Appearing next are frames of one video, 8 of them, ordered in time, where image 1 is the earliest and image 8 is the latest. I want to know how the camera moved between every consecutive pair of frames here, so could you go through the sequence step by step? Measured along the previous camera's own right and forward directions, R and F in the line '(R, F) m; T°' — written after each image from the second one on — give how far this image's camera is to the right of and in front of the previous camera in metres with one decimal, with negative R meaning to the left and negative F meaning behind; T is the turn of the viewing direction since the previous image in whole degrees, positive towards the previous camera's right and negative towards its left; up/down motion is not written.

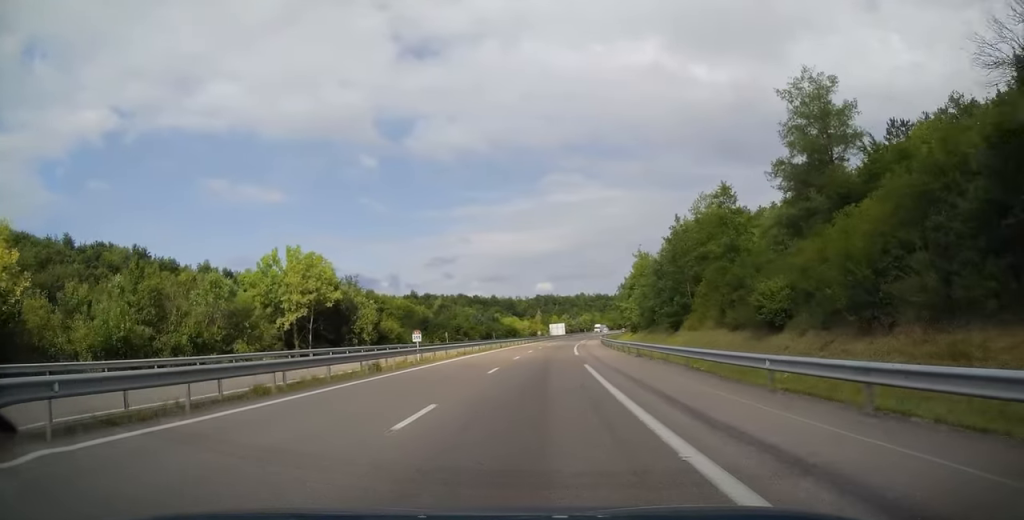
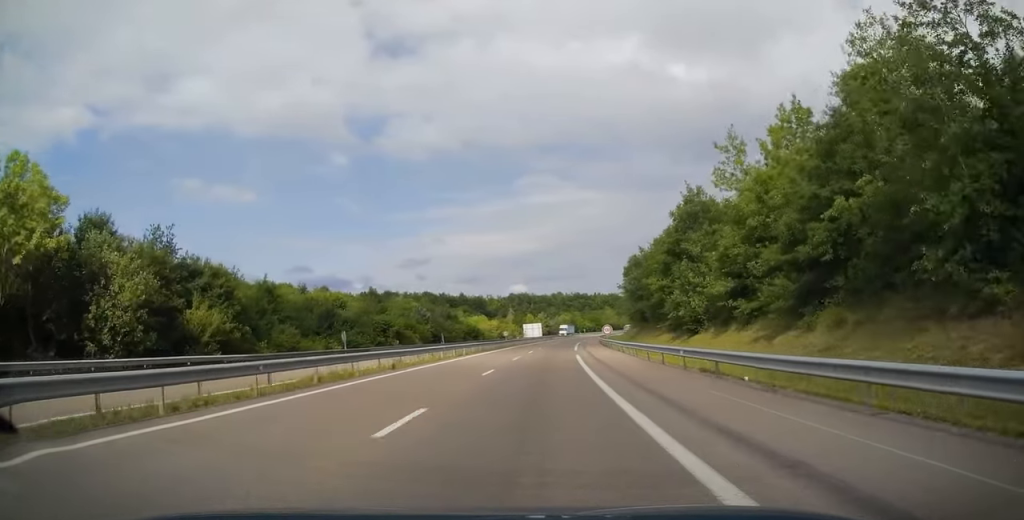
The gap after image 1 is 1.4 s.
(+0.8, +40.2) m; +2°
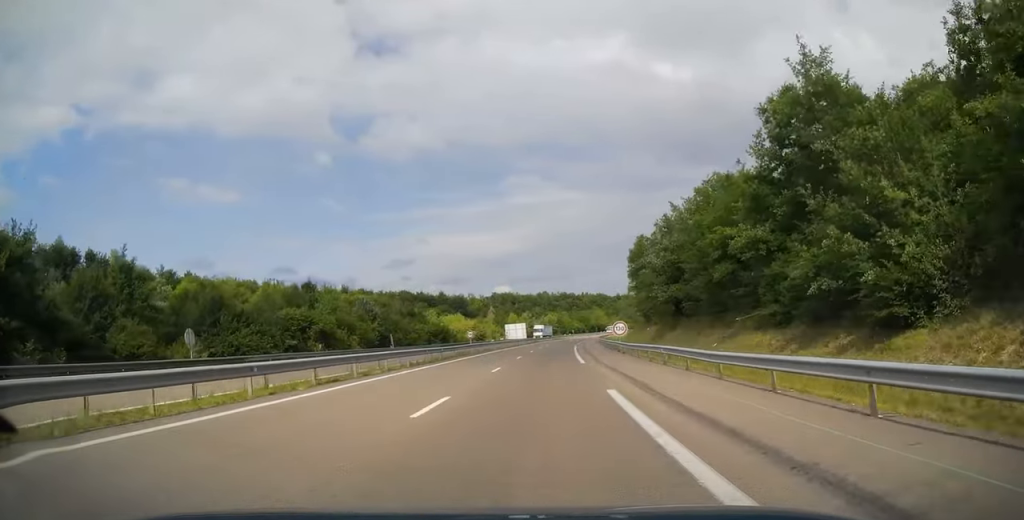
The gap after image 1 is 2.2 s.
(+0.4, +24.0) m; +1°
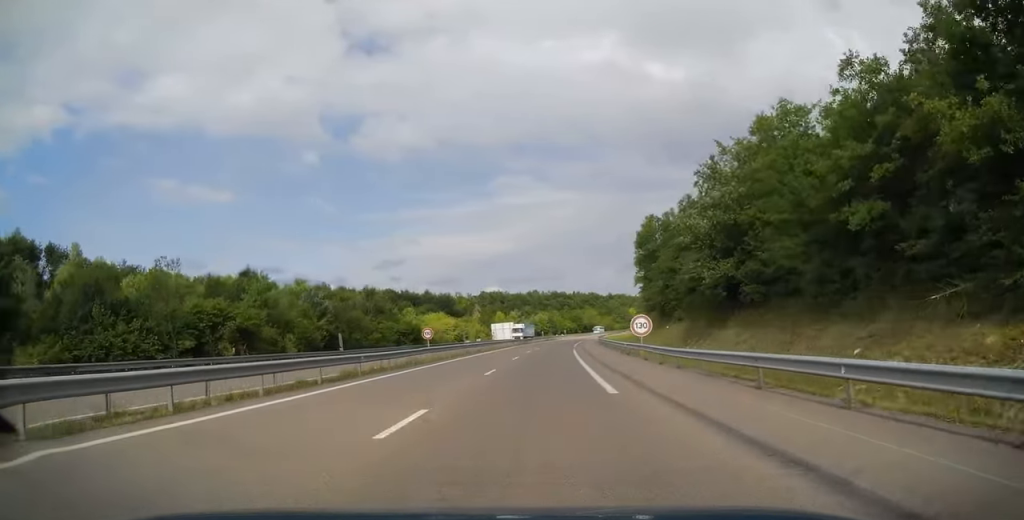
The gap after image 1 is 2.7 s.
(-0.1, +15.2) m; 0°
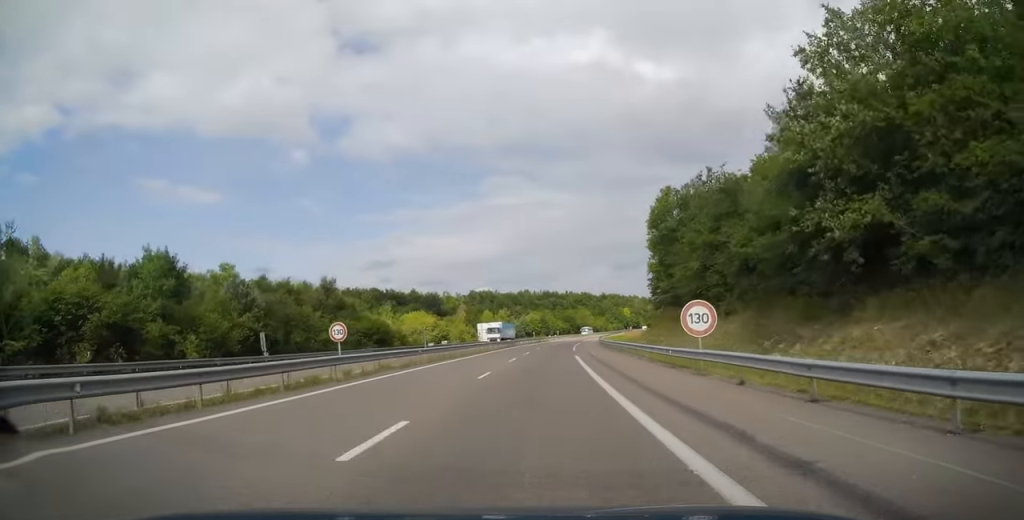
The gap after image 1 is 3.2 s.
(+0.1, +14.7) m; +1°
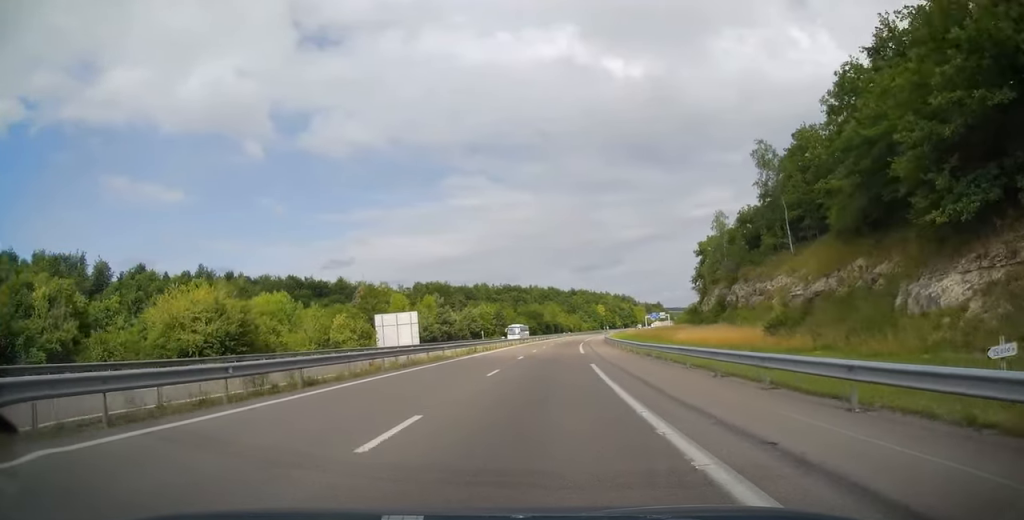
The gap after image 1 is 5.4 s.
(+2.9, +65.1) m; +4°
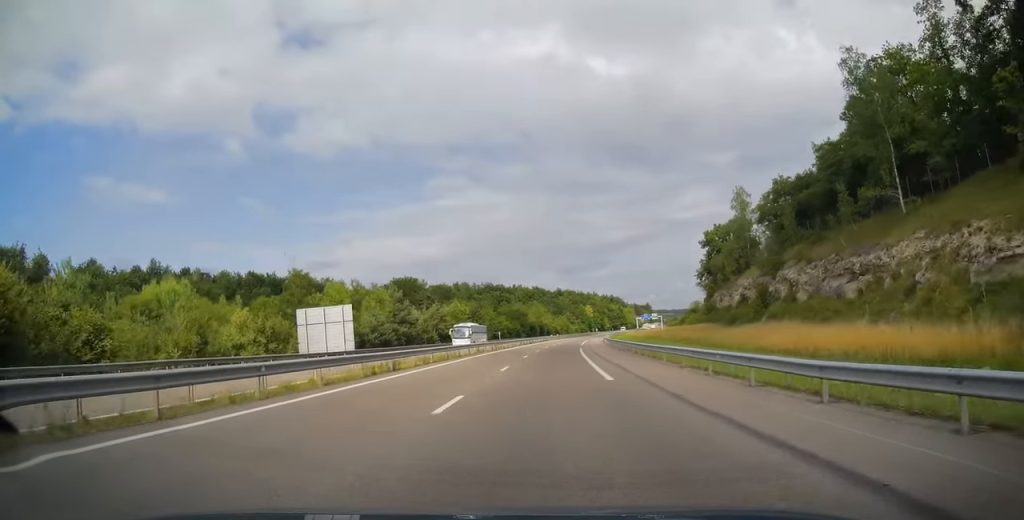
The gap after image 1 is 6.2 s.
(+0.1, +22.5) m; +1°
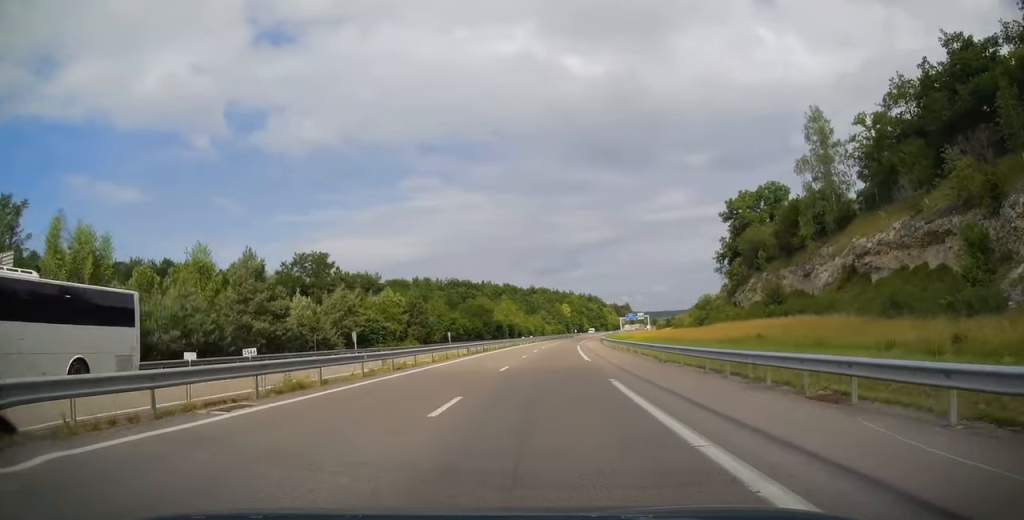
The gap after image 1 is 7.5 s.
(+1.2, +39.6) m; +3°
